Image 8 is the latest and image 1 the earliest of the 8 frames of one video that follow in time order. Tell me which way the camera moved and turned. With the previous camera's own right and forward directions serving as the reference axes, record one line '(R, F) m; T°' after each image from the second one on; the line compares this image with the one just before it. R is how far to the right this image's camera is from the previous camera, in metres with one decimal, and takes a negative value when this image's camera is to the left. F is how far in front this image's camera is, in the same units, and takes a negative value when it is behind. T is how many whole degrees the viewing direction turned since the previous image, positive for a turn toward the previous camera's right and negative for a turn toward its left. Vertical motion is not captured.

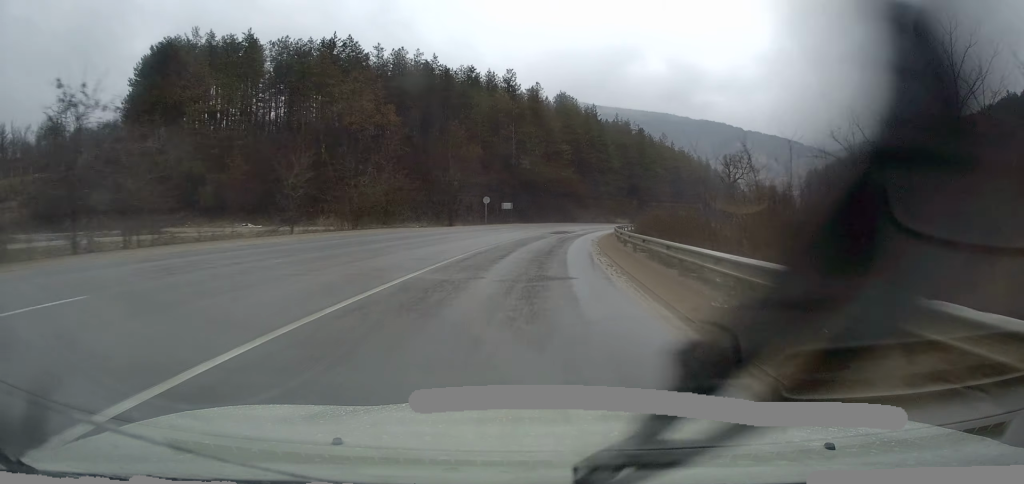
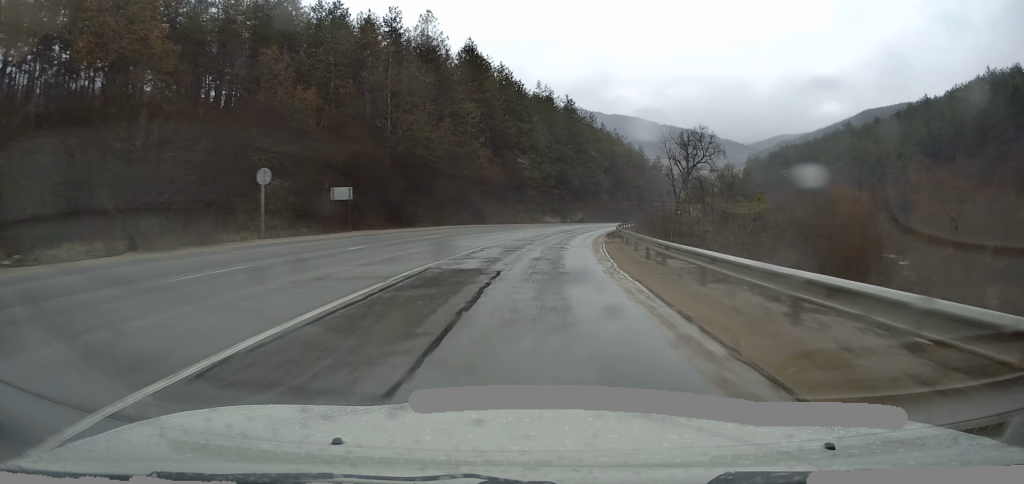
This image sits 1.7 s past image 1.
(+2.7, +37.7) m; +8°
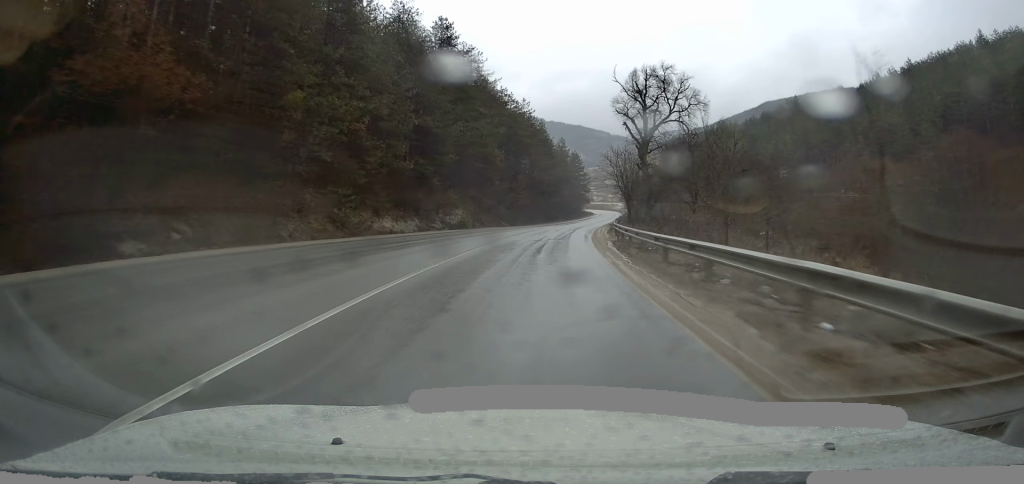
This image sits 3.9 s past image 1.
(+4.6, +51.7) m; +10°
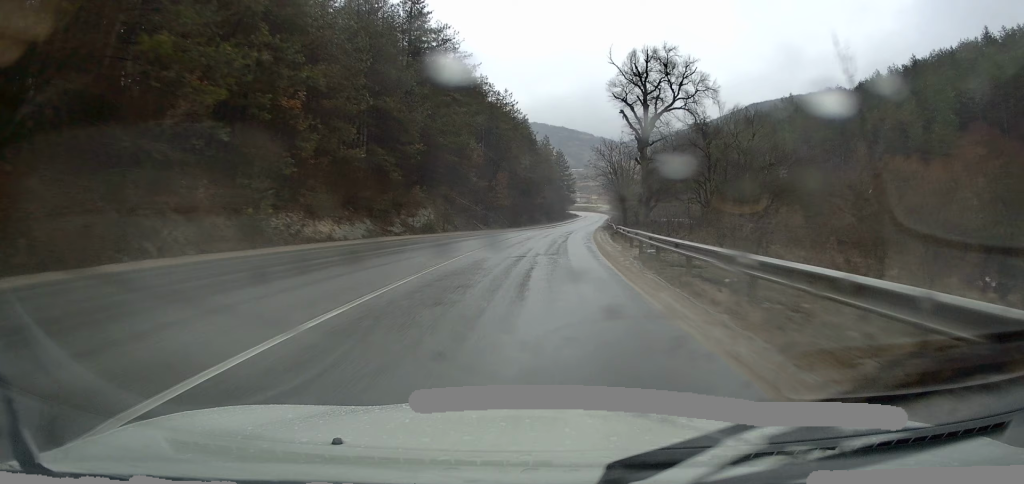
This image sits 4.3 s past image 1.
(+0.1, +10.2) m; +2°
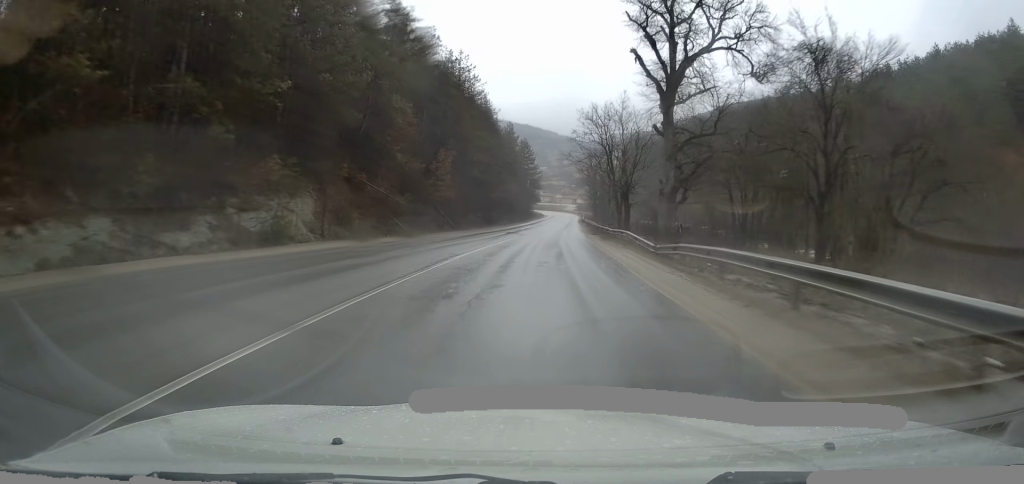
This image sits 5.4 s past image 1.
(+0.9, +24.3) m; +4°
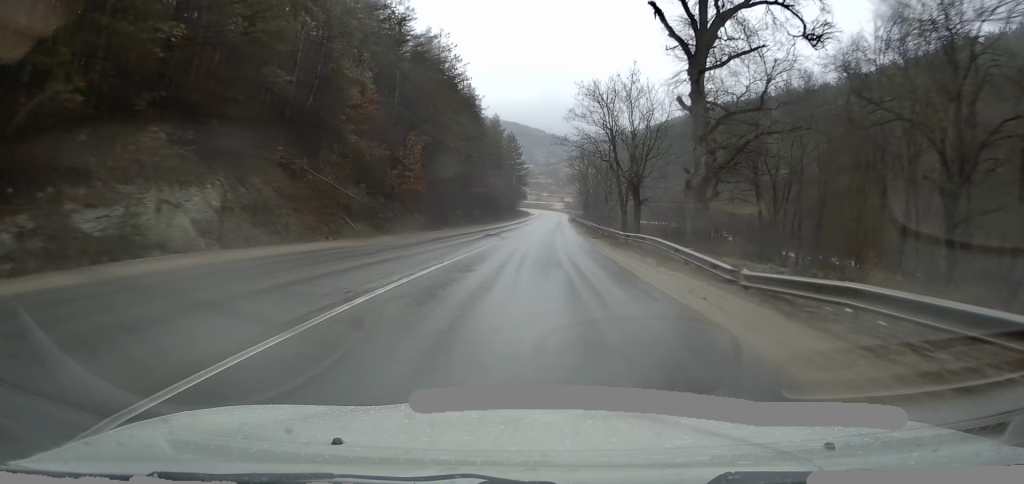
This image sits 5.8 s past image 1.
(+0.2, +9.4) m; +2°
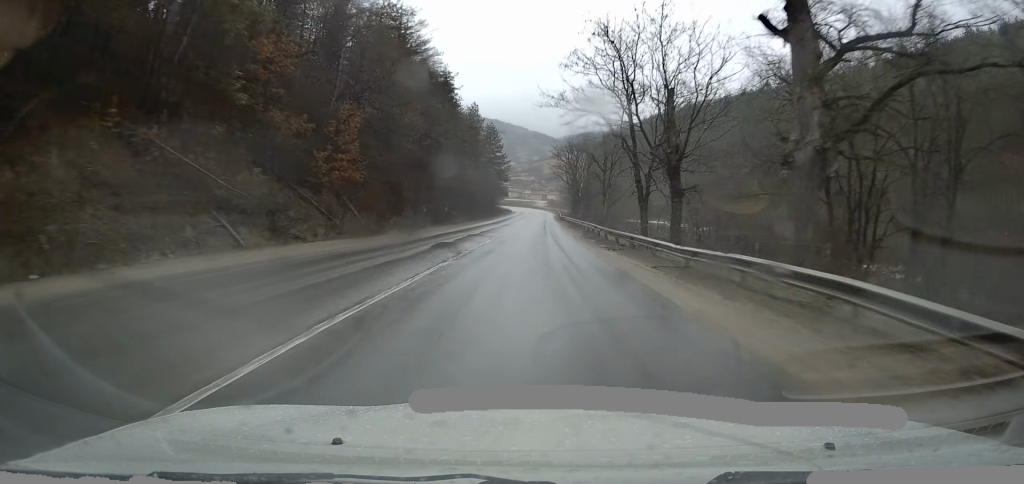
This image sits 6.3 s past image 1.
(+0.2, +13.3) m; +2°
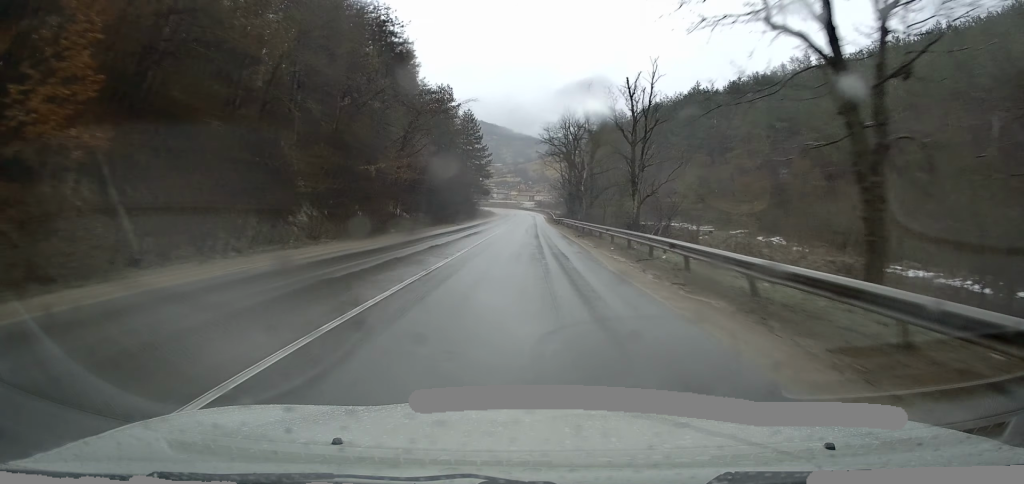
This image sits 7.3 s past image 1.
(+0.5, +22.0) m; +2°
